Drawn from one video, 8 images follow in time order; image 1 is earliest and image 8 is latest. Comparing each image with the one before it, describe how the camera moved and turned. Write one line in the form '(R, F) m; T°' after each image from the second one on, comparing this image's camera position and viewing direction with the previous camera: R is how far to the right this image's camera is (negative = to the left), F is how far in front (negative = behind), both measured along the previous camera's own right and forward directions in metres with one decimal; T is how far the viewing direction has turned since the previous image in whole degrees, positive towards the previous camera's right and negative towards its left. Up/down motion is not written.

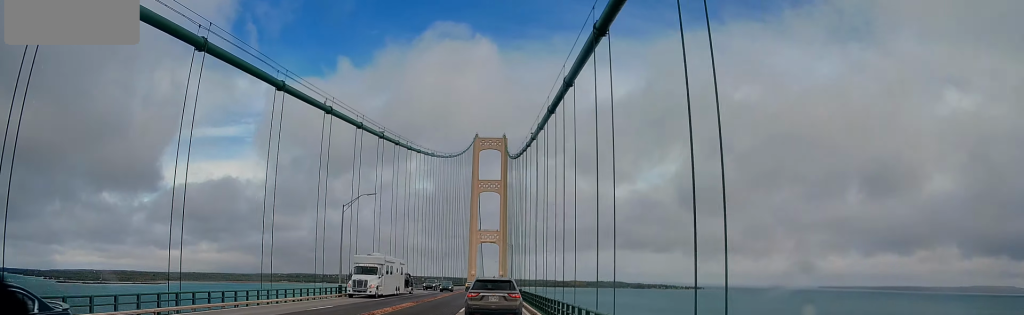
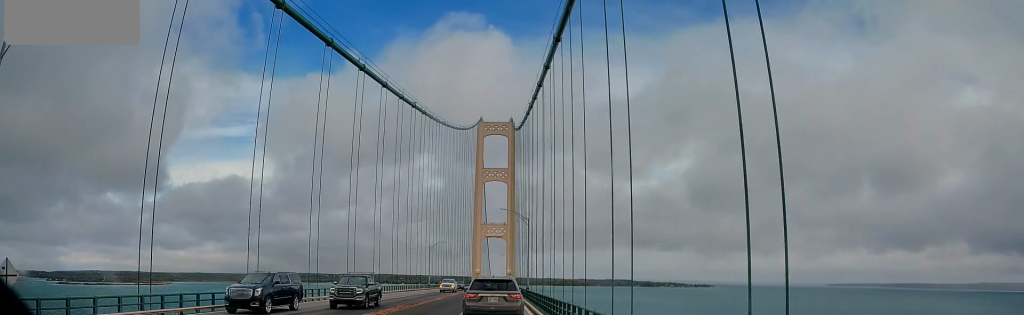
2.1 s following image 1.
(+0.6, +37.7) m; +1°
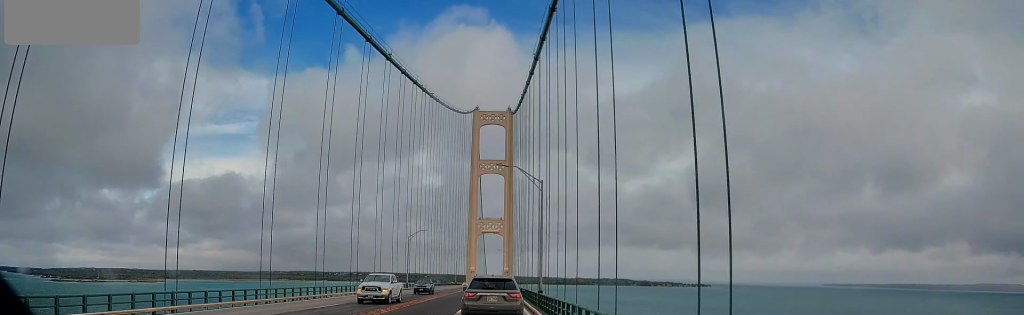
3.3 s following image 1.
(-0.4, +19.1) m; -2°
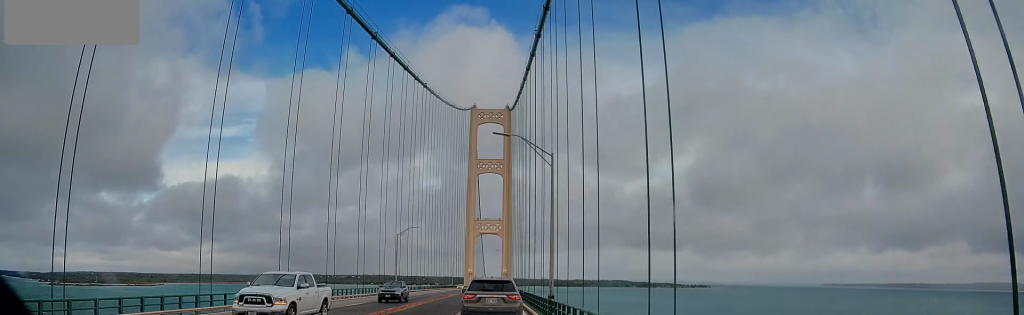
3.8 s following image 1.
(-0.1, +7.7) m; 0°
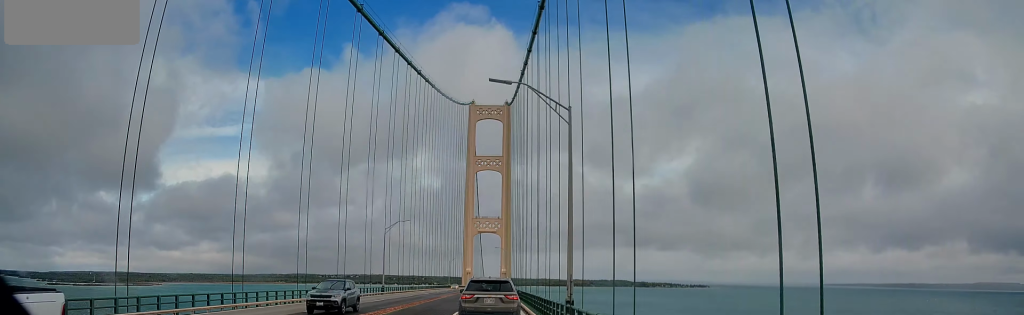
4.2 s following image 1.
(0.0, +6.8) m; +1°
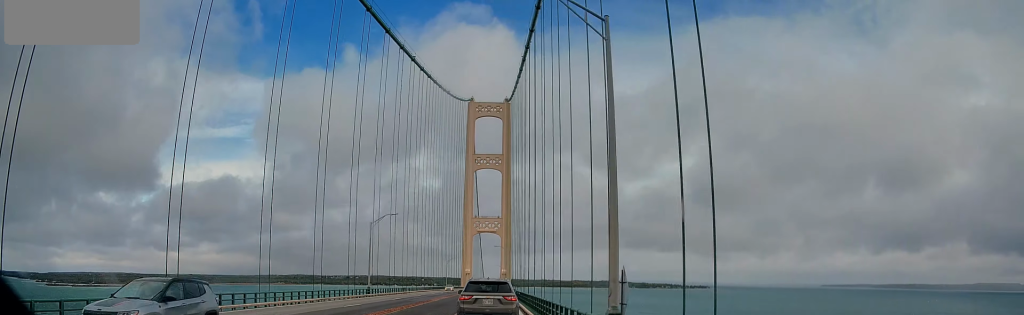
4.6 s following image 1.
(-0.1, +7.2) m; +1°
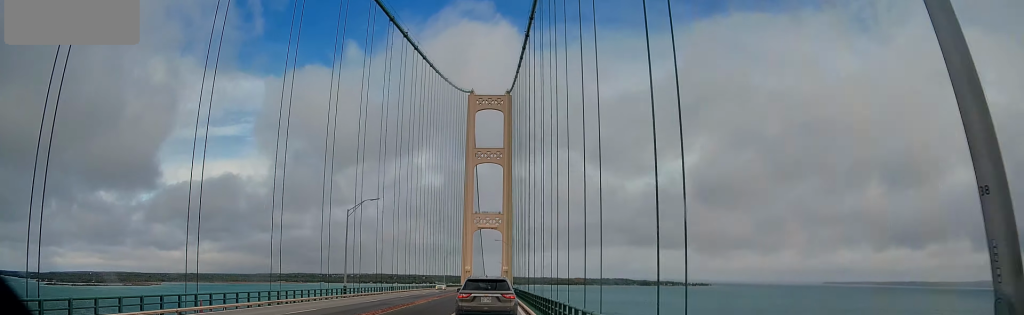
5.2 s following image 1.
(+0.4, +9.8) m; 0°
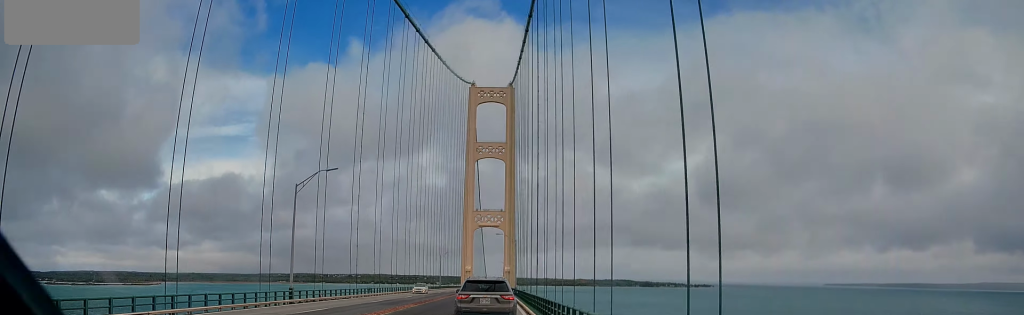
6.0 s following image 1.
(+0.1, +13.7) m; 0°
